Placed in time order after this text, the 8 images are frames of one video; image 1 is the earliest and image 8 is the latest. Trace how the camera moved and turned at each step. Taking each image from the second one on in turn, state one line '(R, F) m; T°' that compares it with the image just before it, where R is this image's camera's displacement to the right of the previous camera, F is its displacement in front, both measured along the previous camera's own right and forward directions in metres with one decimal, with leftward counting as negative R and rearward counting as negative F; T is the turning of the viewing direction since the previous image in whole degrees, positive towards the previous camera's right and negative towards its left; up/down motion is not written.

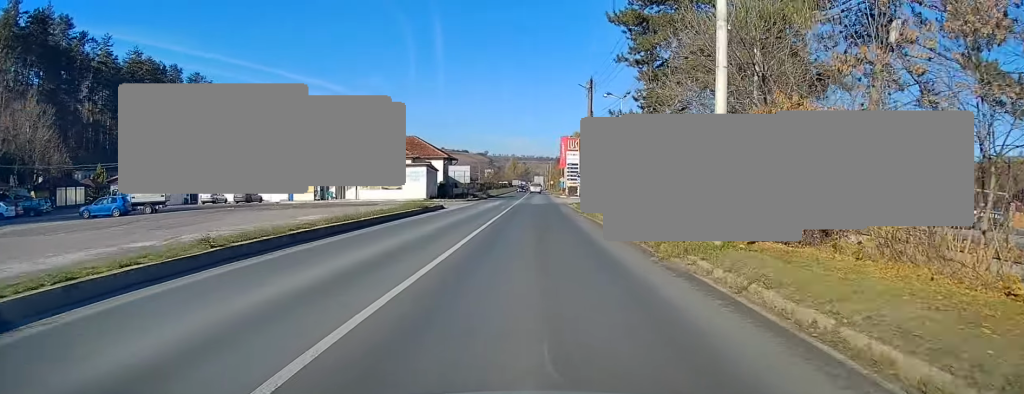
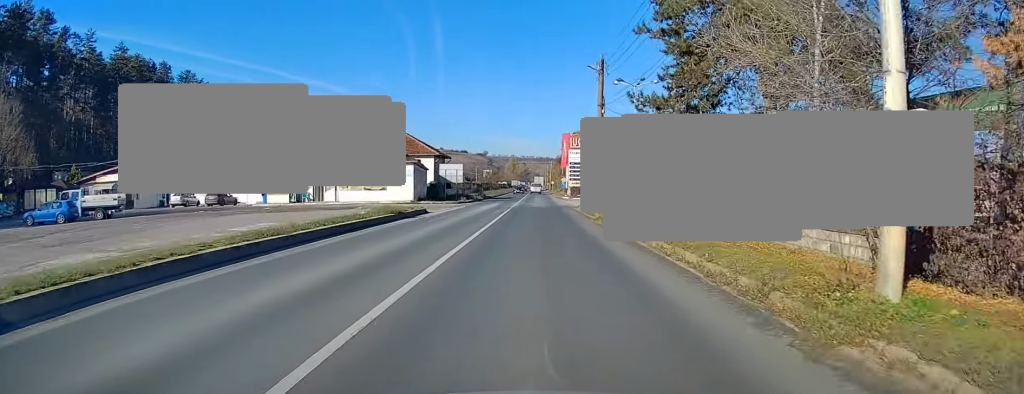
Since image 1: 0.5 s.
(+0.1, +6.4) m; -1°
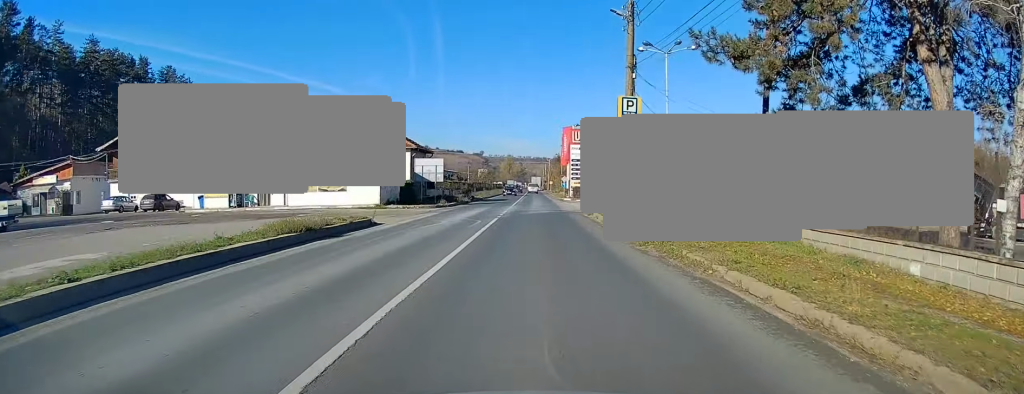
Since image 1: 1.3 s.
(-0.2, +10.8) m; -1°
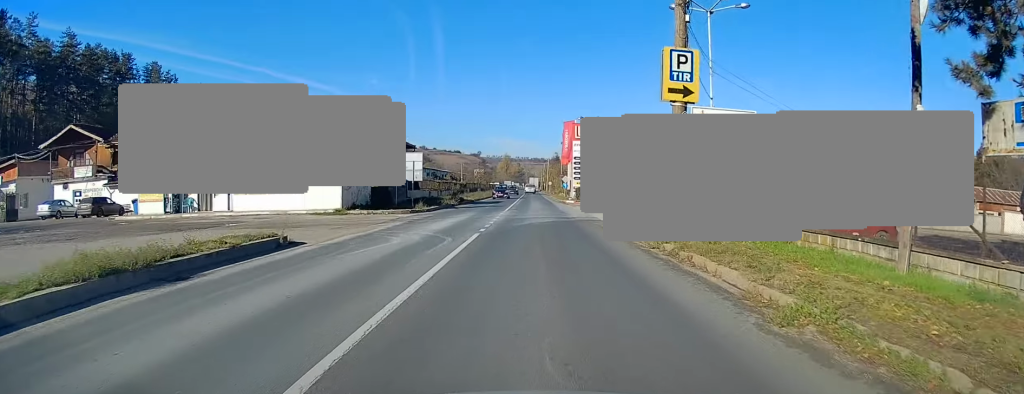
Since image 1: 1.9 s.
(-0.2, +8.1) m; 0°
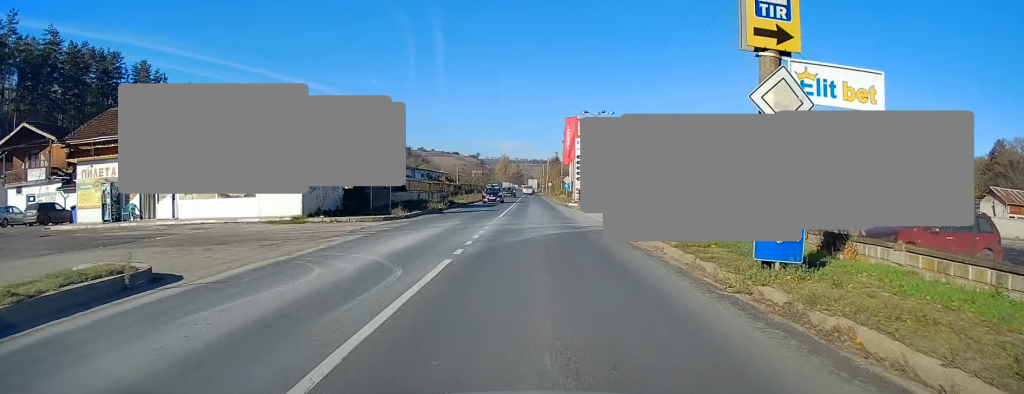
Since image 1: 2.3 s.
(+0.2, +5.9) m; 0°
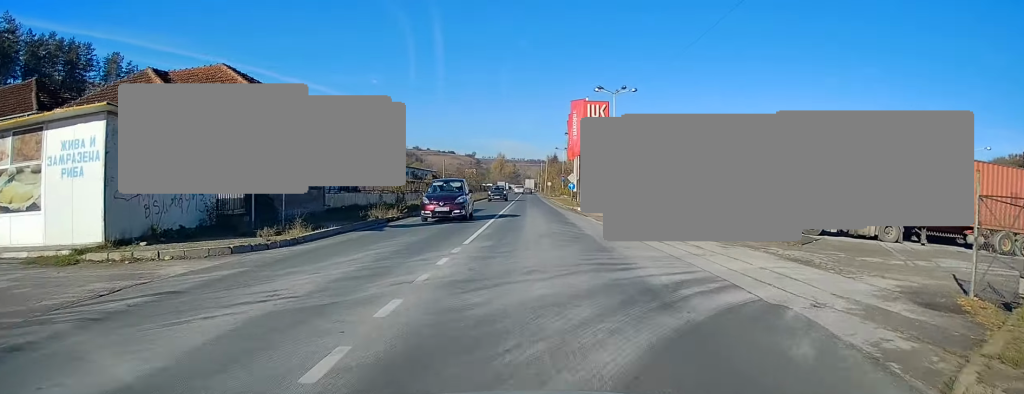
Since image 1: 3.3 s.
(0.0, +14.0) m; 0°
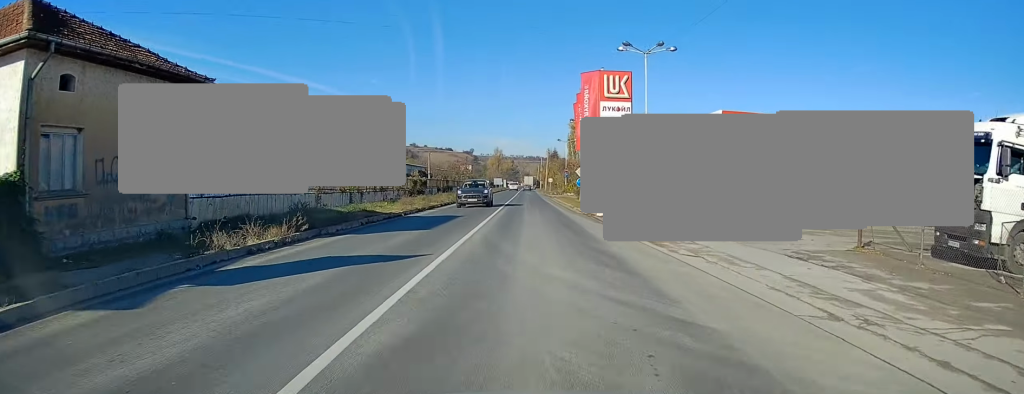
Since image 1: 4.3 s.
(0.0, +13.1) m; +1°
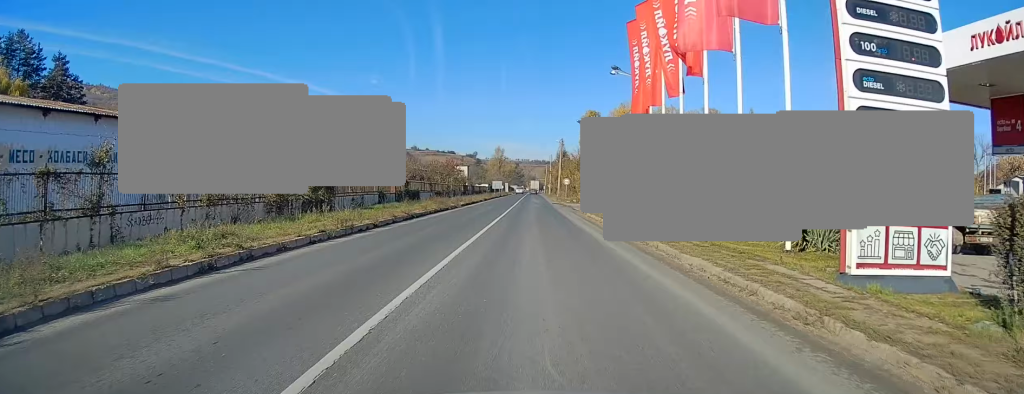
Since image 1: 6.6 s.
(+0.5, +31.4) m; +1°
